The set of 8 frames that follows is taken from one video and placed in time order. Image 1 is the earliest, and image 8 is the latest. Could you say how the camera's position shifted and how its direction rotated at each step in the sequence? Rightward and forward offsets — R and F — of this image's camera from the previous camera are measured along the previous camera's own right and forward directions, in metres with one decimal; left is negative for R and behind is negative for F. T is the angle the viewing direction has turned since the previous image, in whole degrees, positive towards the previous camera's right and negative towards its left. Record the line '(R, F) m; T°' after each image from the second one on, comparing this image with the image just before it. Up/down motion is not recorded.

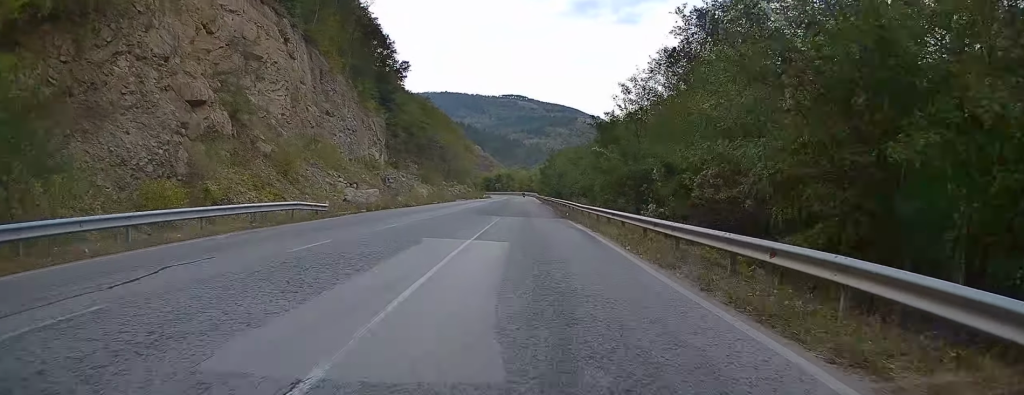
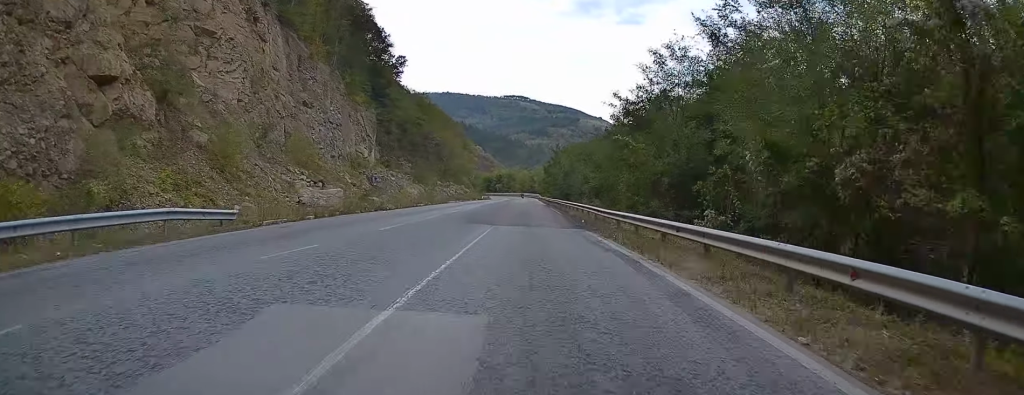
(+0.1, +10.2) m; +1°
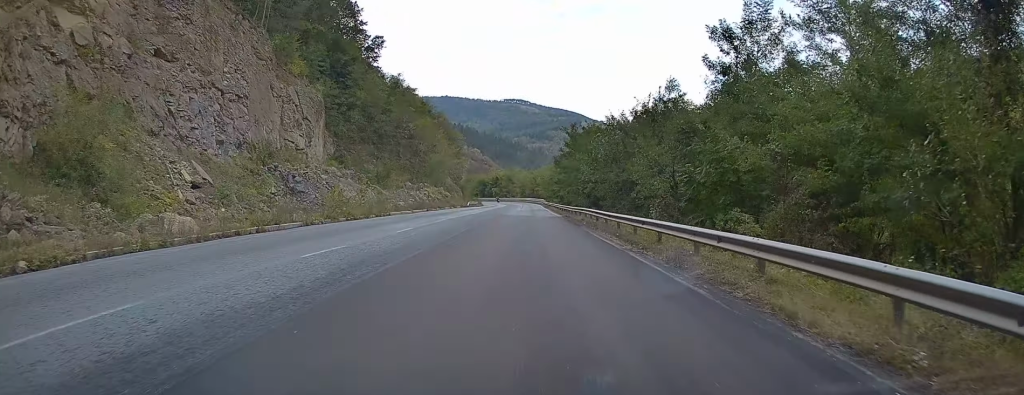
(+0.7, +34.2) m; 0°
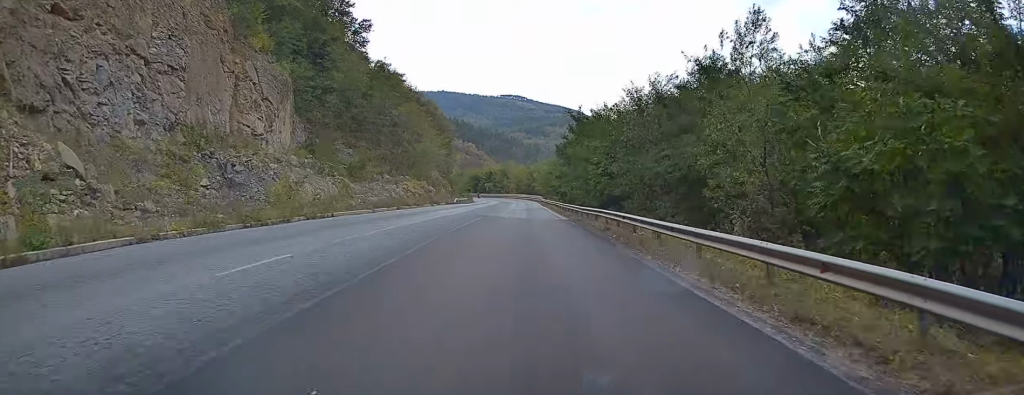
(-0.4, +12.5) m; -1°
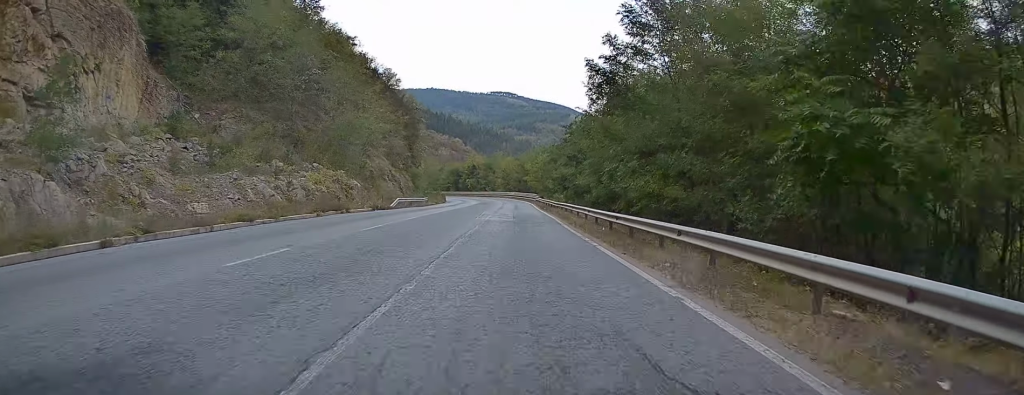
(+0.1, +34.5) m; +1°
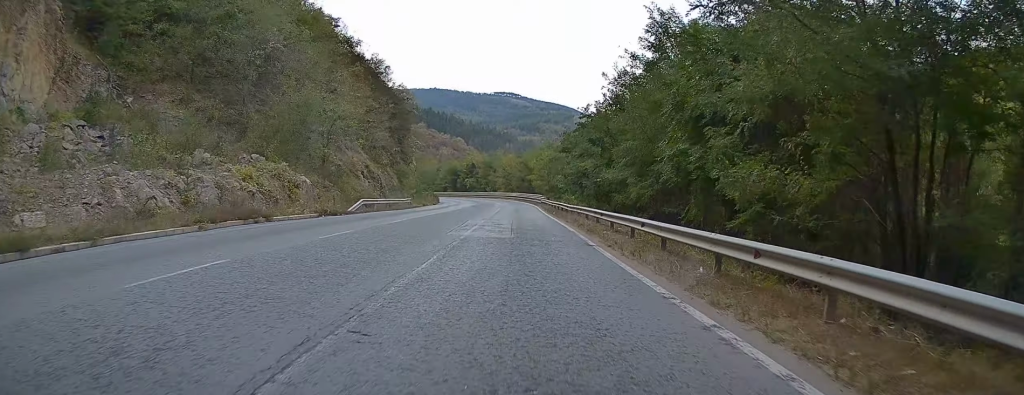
(0.0, +12.5) m; 0°
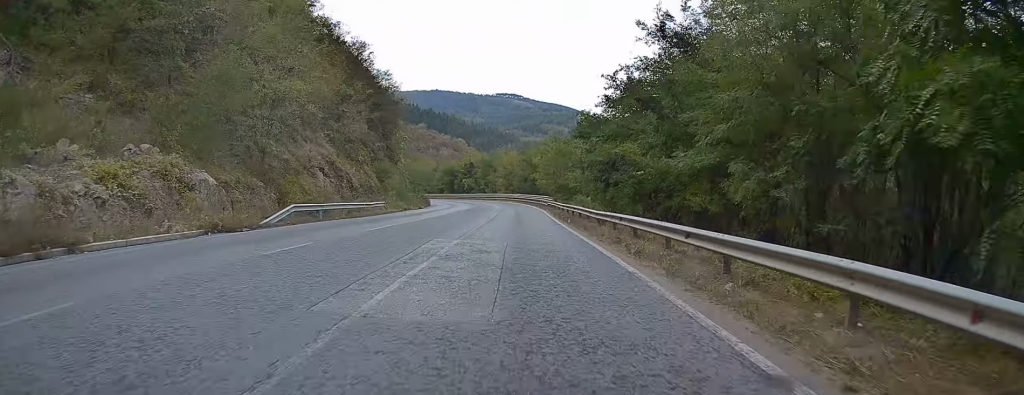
(0.0, +12.5) m; 0°
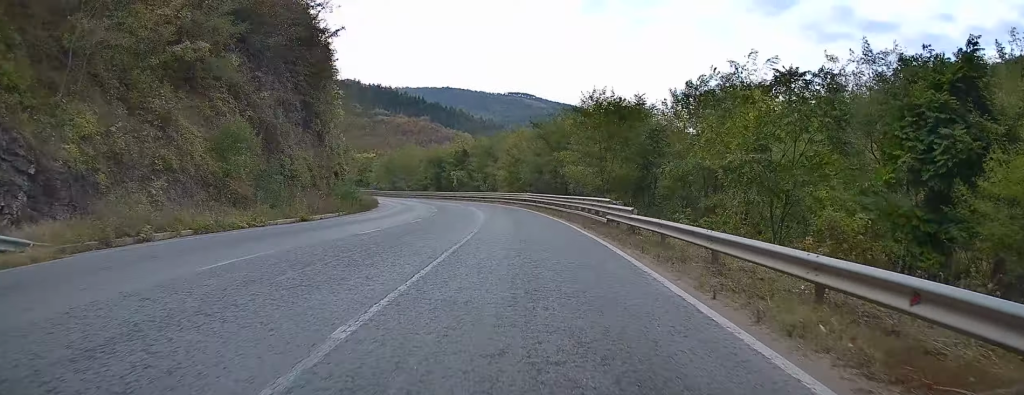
(-0.2, +39.0) m; -2°
